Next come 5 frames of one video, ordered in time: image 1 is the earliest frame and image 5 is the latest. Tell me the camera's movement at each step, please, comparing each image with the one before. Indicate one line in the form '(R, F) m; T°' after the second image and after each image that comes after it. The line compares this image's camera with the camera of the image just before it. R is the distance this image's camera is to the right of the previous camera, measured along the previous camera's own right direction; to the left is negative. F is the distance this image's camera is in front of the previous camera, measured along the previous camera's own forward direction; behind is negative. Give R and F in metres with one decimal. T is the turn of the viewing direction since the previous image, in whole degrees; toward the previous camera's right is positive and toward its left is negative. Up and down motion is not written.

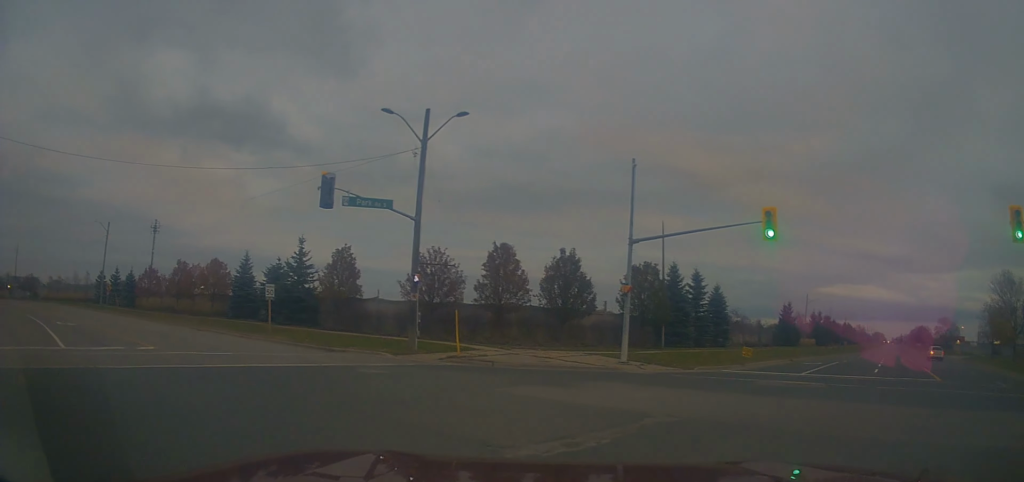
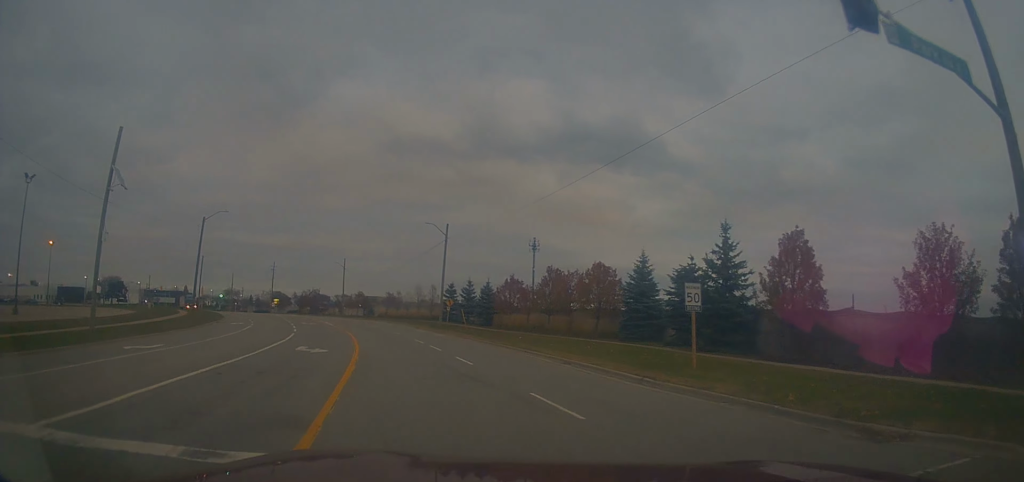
(-6.0, +13.5) m; -41°
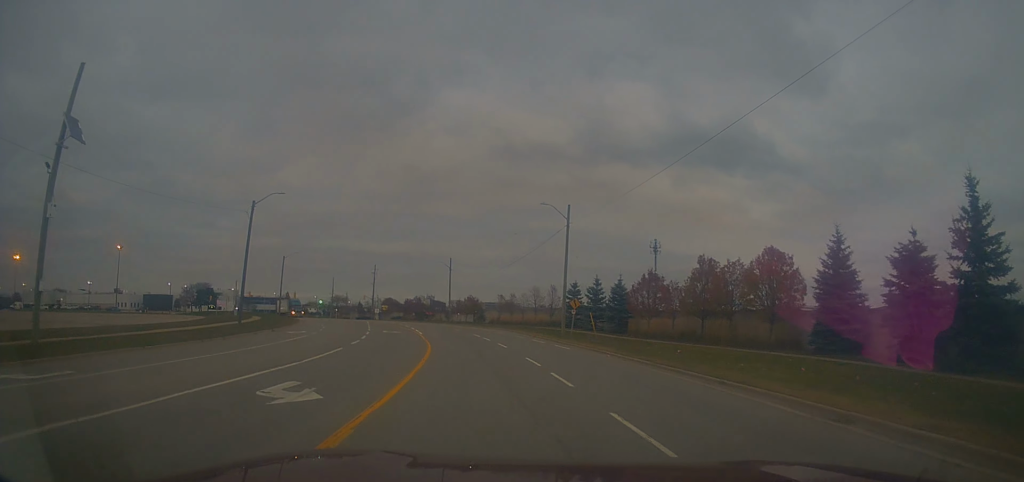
(-0.4, +12.4) m; -3°
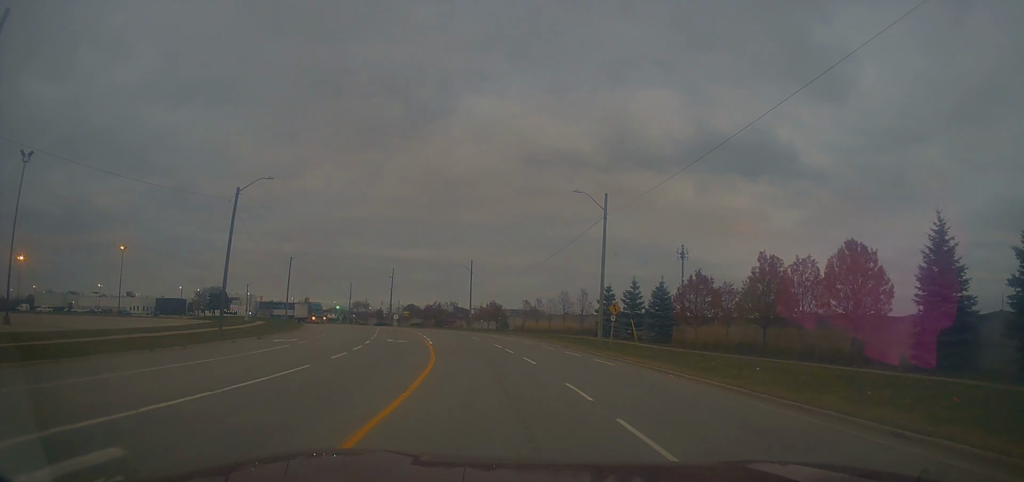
(-0.2, +6.8) m; -3°
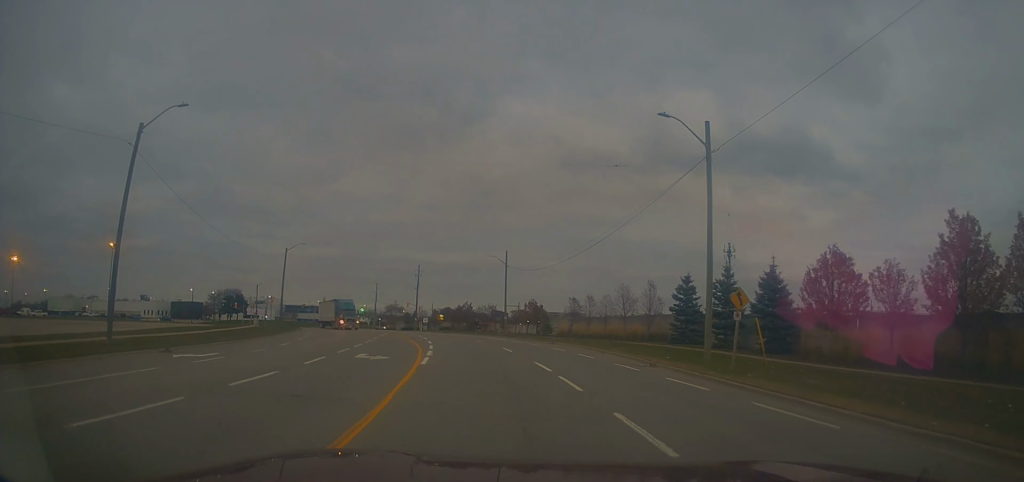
(-0.5, +14.8) m; -4°
